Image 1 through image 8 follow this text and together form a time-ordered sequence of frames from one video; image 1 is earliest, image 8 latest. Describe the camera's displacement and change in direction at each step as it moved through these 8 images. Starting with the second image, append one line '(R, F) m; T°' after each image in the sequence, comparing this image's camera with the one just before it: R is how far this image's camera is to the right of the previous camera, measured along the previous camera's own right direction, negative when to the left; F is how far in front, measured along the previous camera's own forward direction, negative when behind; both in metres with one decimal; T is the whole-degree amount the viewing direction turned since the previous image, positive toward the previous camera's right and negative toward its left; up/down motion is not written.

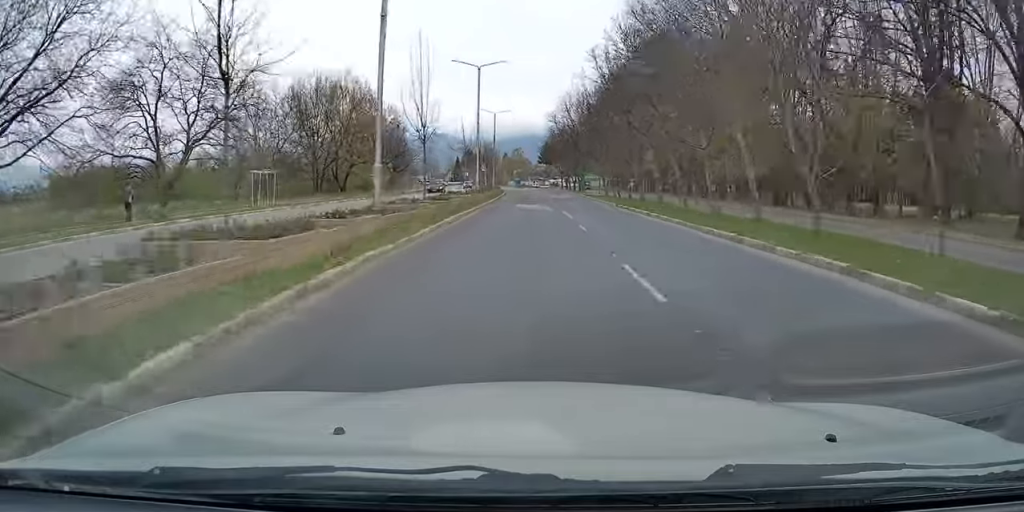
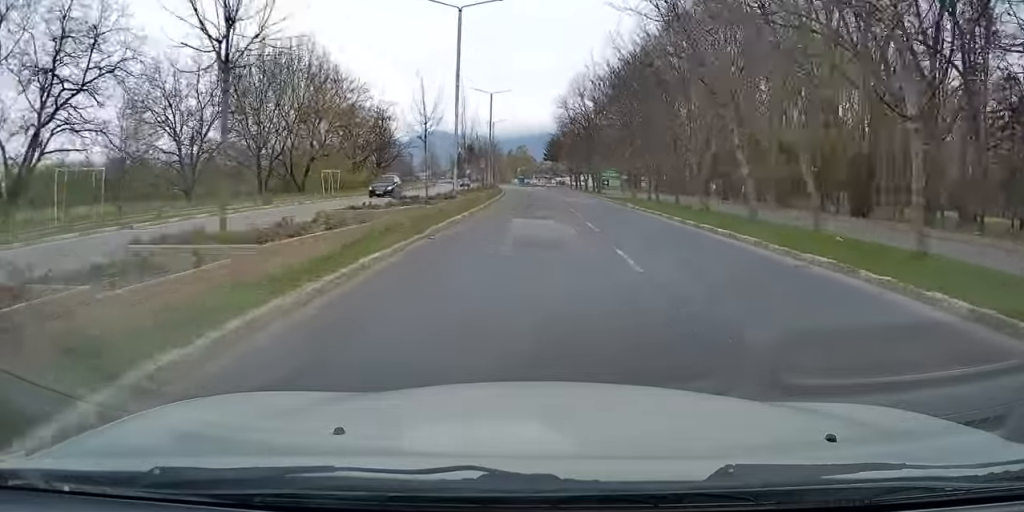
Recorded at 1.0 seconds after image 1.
(0.0, +15.6) m; 0°
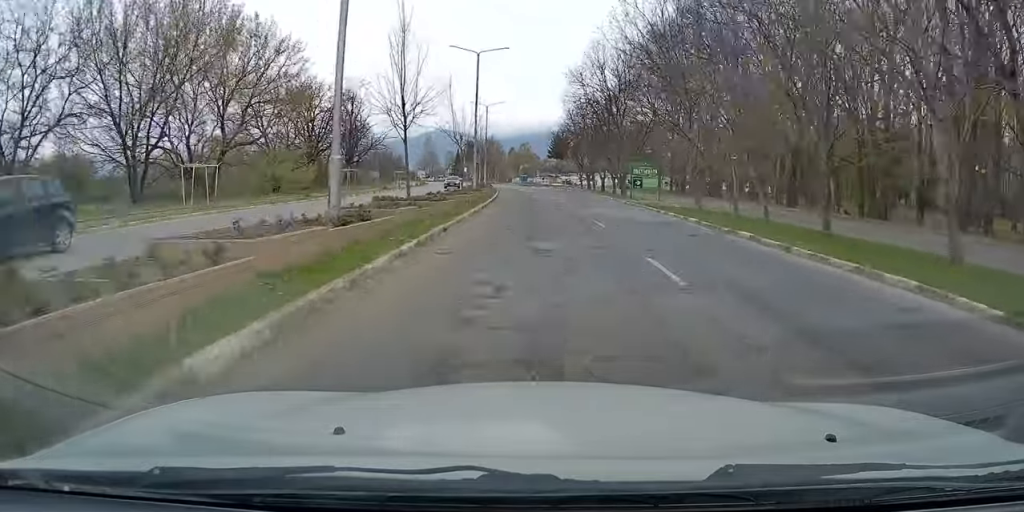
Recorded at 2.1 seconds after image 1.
(-0.1, +18.8) m; -1°
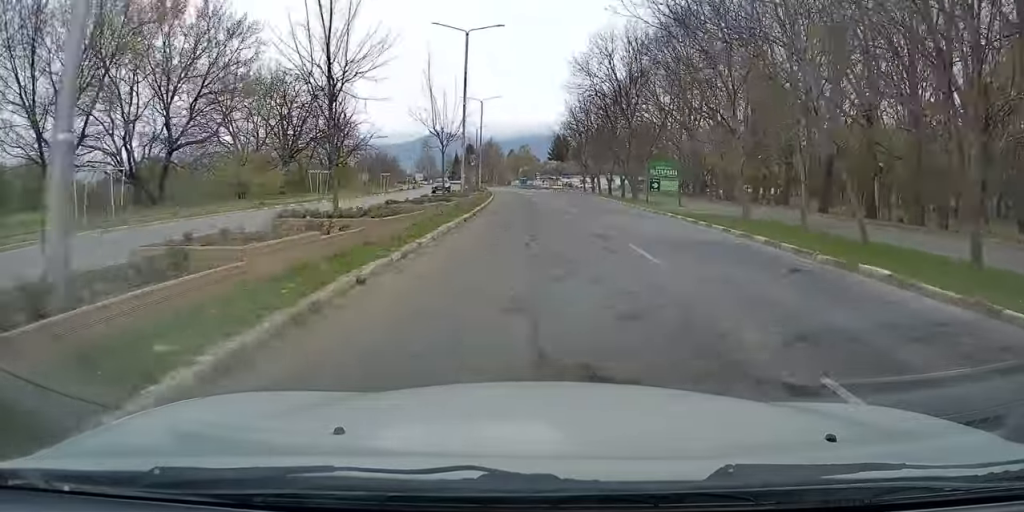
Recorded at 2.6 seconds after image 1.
(0.0, +6.9) m; 0°
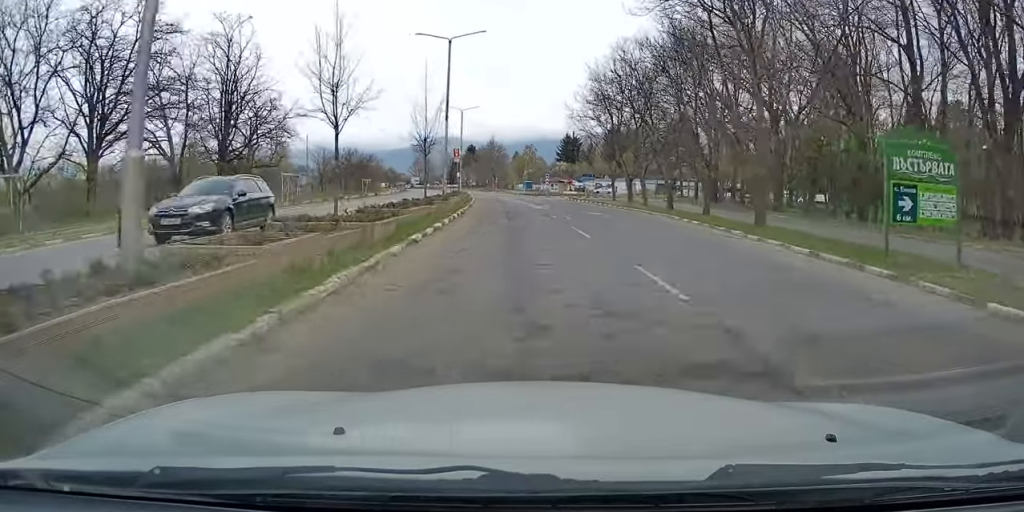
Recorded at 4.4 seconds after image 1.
(0.0, +29.4) m; 0°
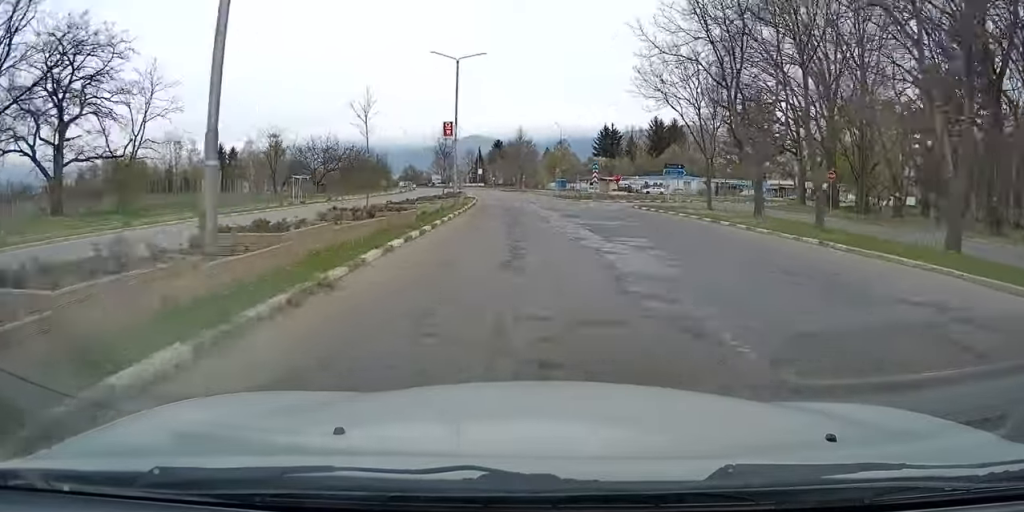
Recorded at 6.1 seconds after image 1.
(-0.4, +28.3) m; -3°
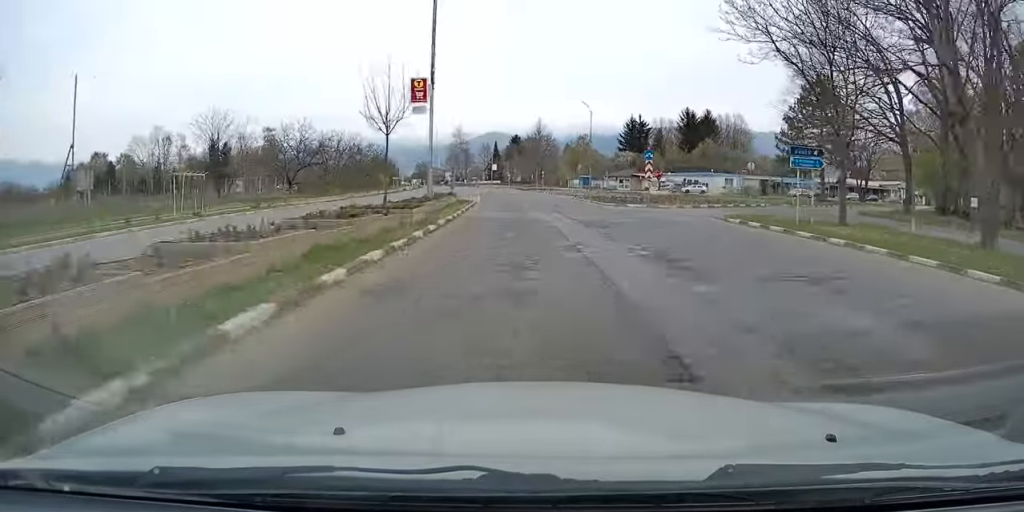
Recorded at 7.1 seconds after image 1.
(-0.4, +17.0) m; -2°
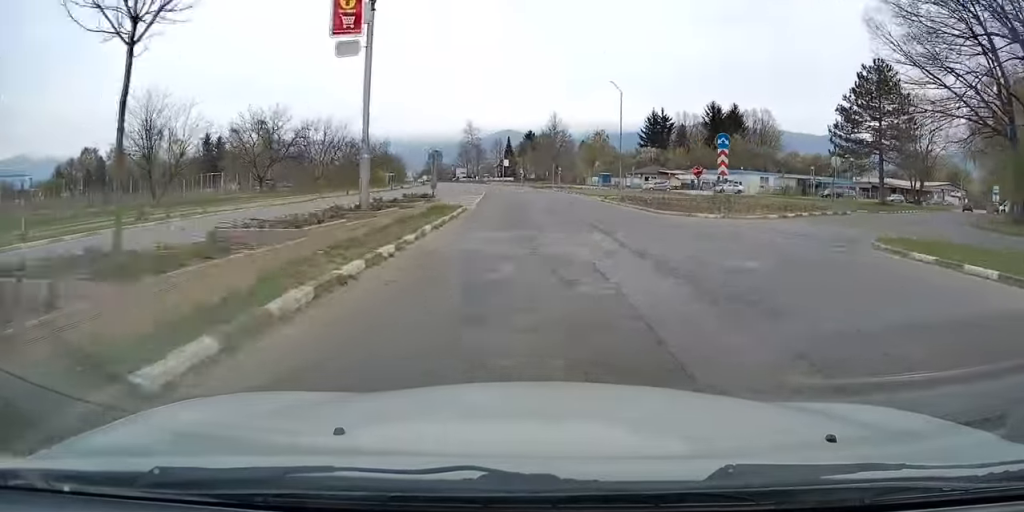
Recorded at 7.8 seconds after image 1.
(-0.1, +12.2) m; -1°
